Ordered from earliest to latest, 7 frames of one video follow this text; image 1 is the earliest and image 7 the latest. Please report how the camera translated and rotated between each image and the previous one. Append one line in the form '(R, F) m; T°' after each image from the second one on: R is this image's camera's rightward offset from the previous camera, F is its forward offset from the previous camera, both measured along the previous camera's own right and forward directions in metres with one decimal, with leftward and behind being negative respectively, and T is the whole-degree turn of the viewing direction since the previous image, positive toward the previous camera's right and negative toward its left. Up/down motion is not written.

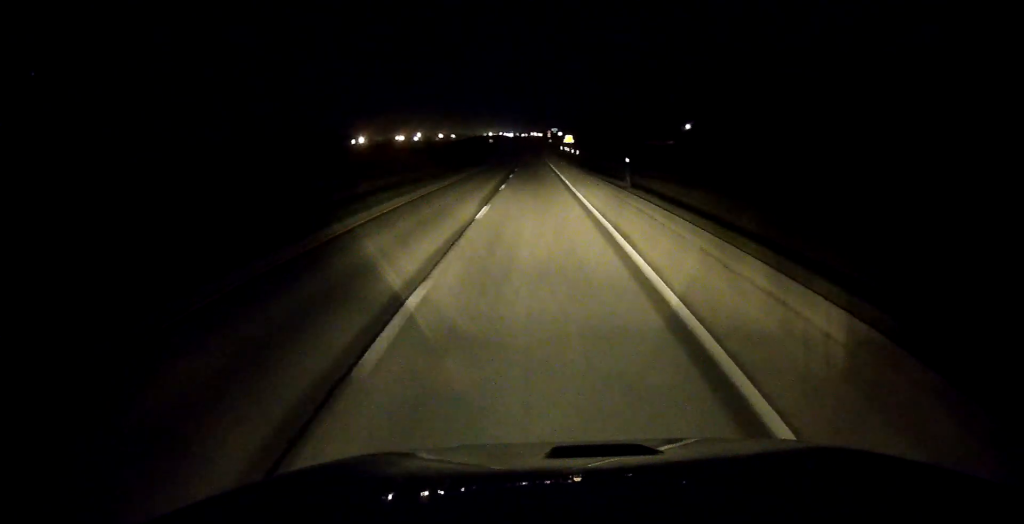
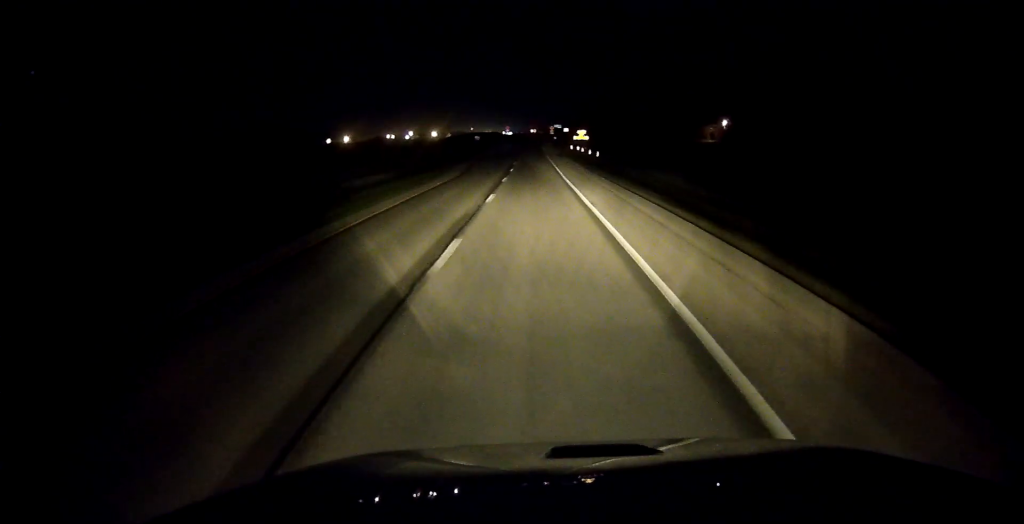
(-0.1, +44.1) m; +1°
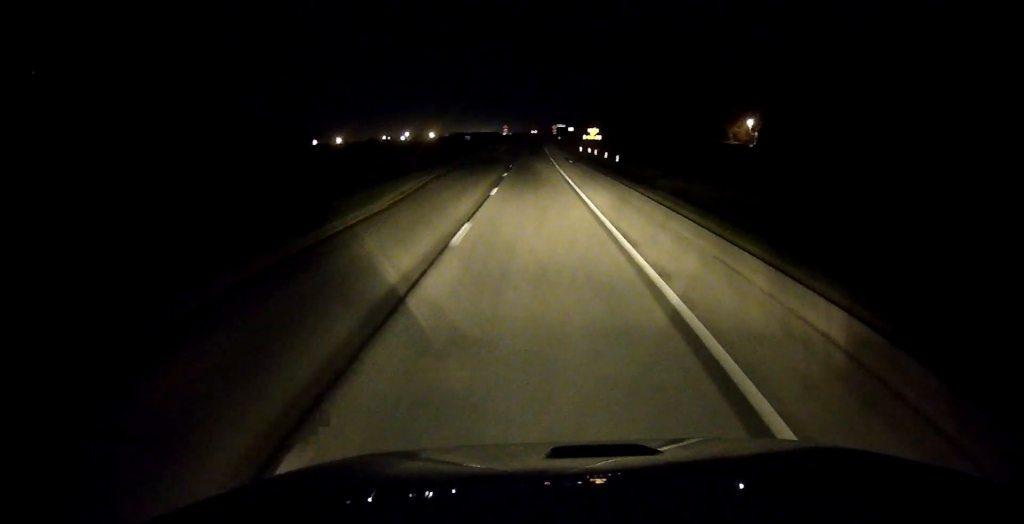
(+0.4, +21.6) m; 0°
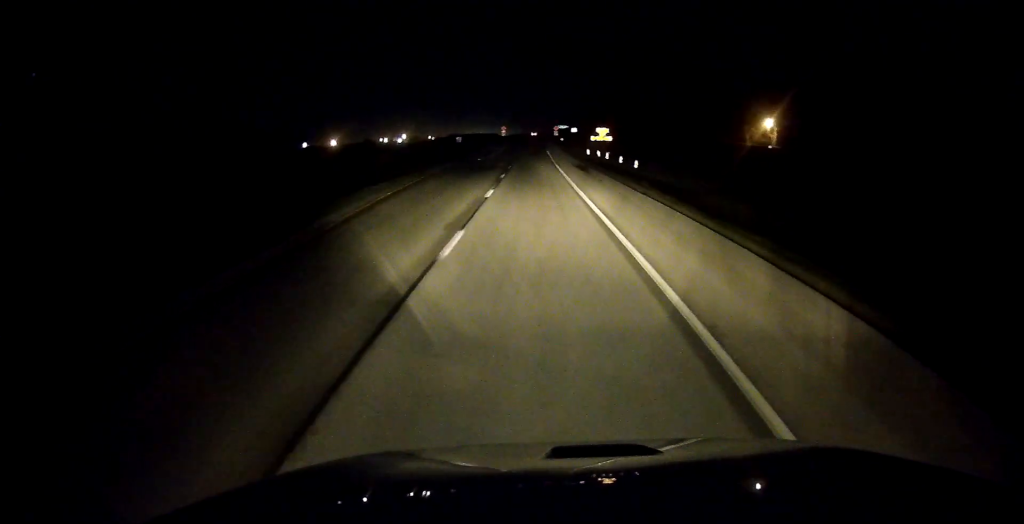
(0.0, +13.3) m; 0°
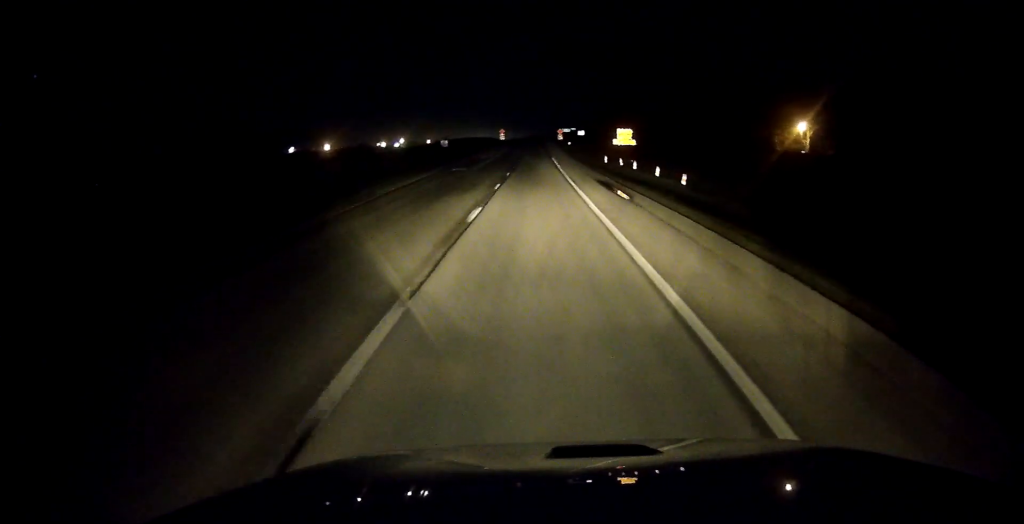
(-0.3, +18.5) m; 0°
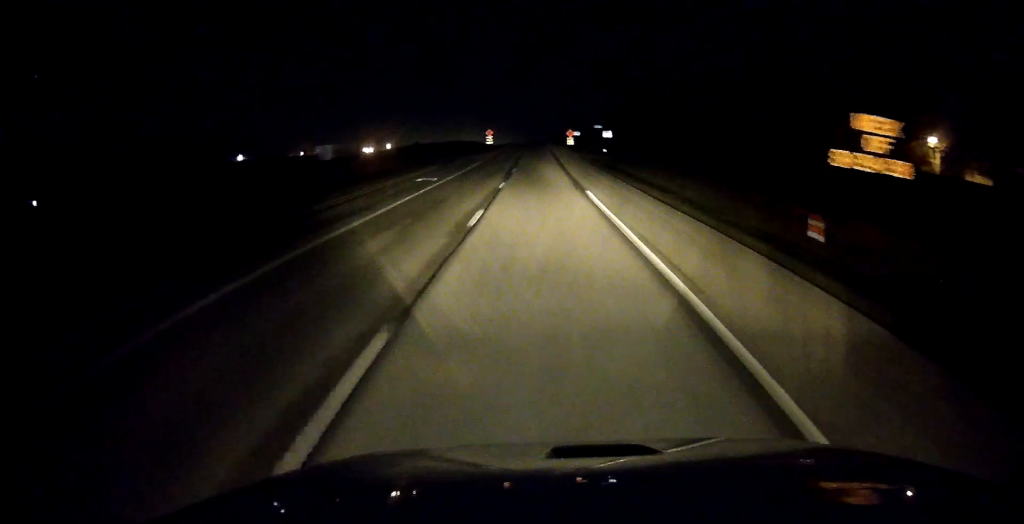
(+0.1, +48.9) m; 0°
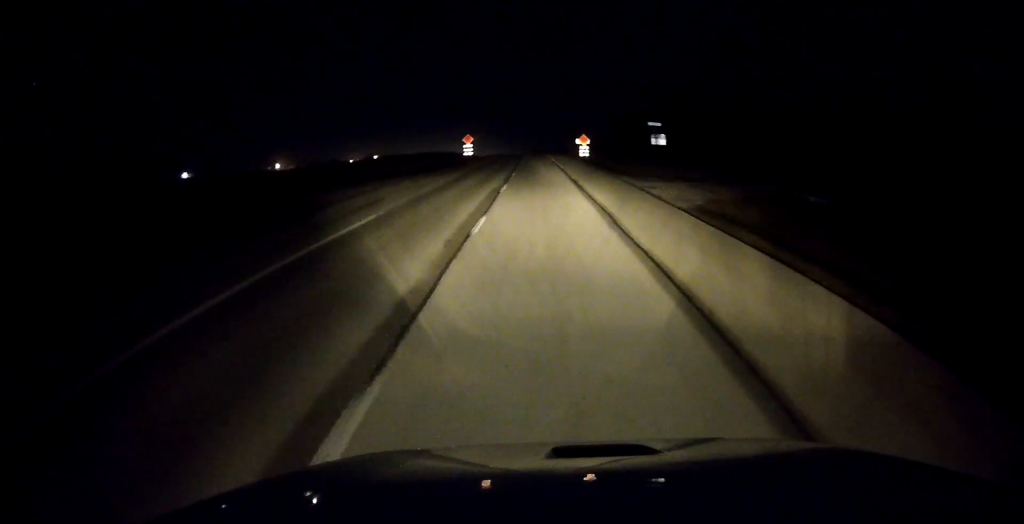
(+0.1, +37.5) m; 0°
